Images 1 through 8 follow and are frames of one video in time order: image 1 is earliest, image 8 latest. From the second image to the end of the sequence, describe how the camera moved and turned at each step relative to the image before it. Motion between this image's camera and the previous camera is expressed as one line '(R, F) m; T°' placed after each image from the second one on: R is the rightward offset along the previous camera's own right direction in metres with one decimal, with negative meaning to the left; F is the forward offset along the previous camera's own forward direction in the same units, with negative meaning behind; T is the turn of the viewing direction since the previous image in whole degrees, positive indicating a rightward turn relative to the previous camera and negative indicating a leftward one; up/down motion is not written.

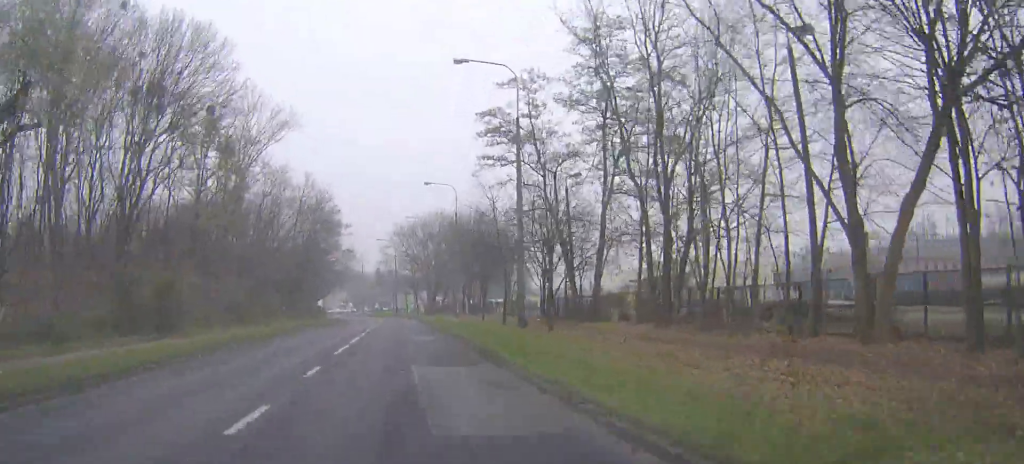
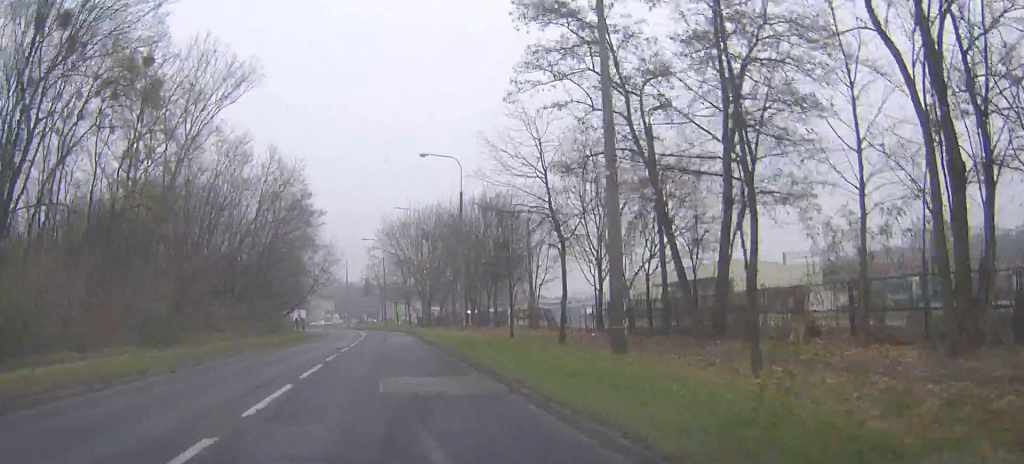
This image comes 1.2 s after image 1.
(+0.1, +15.7) m; +1°
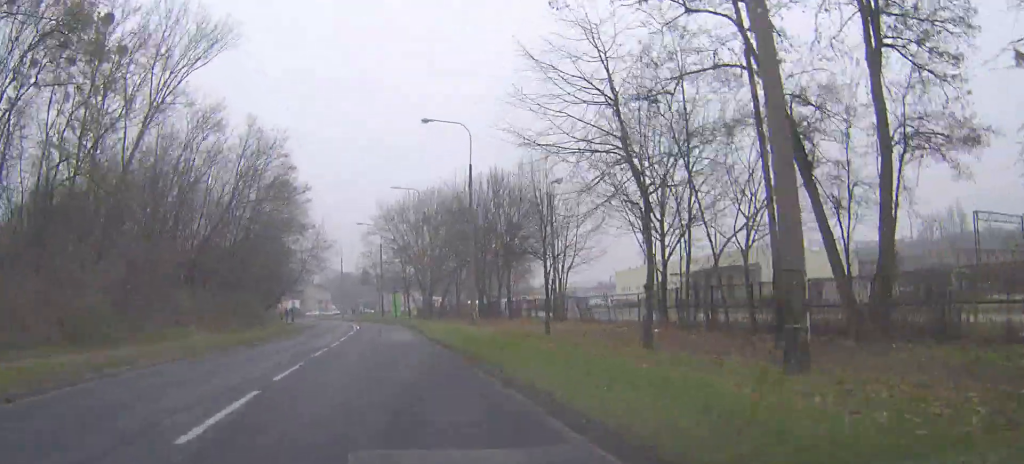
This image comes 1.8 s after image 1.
(0.0, +8.3) m; 0°
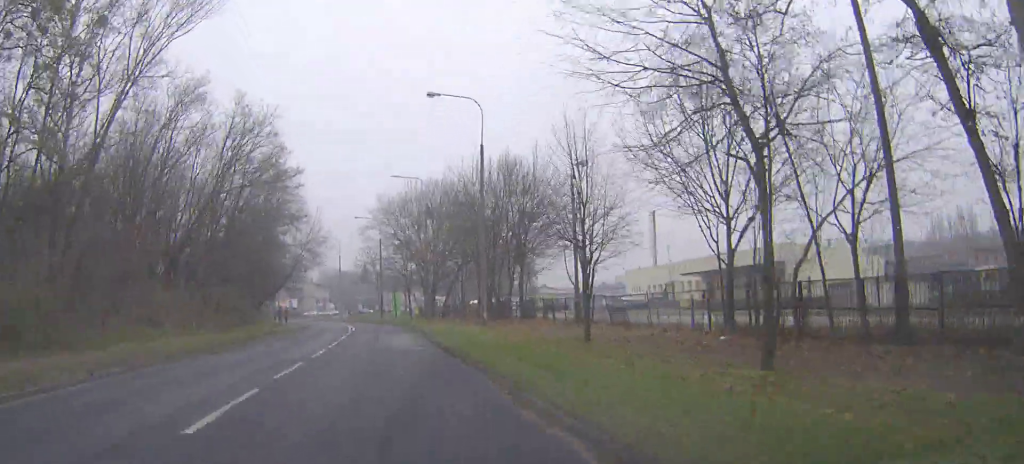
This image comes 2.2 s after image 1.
(0.0, +5.2) m; 0°
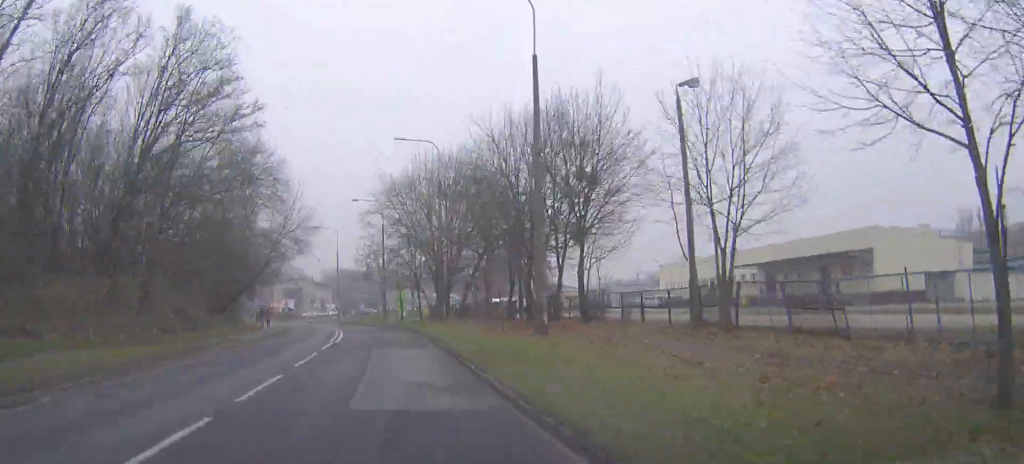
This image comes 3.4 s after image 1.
(-0.1, +14.3) m; 0°
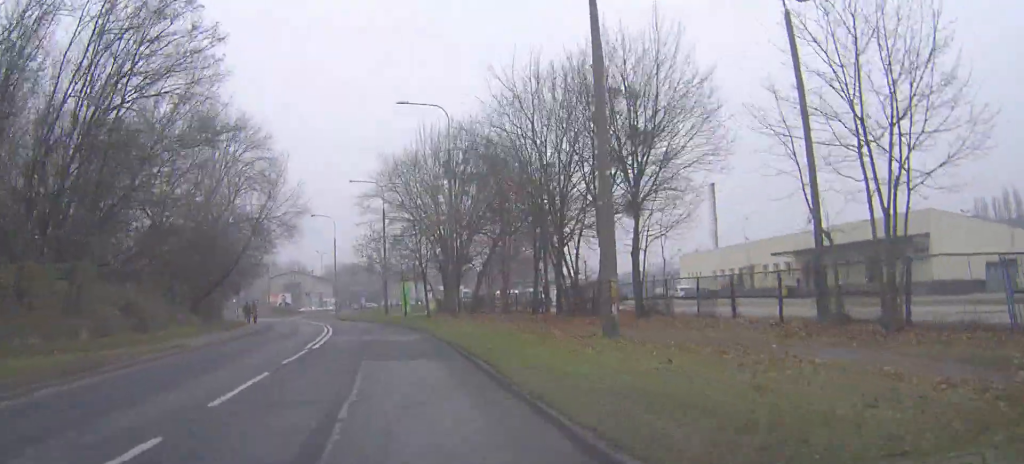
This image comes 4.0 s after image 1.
(0.0, +7.5) m; 0°
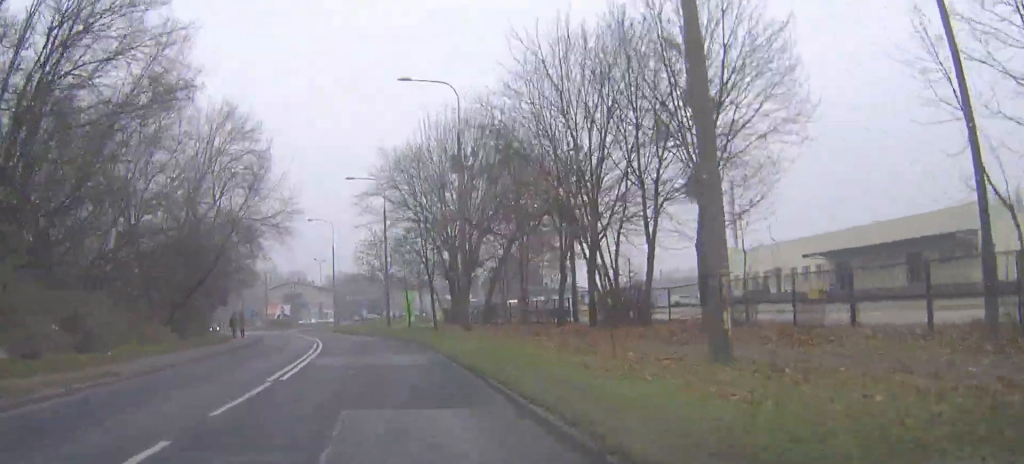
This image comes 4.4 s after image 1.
(0.0, +6.0) m; 0°
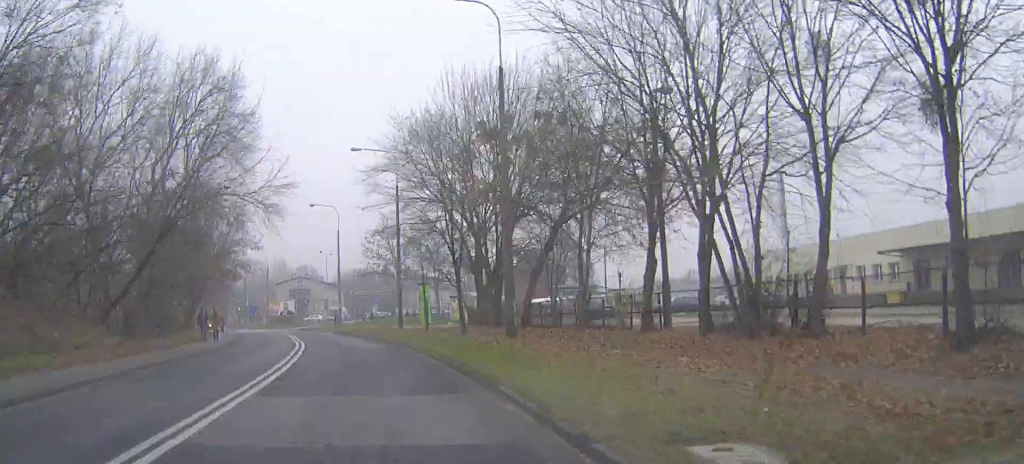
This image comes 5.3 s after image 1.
(0.0, +10.7) m; -1°
